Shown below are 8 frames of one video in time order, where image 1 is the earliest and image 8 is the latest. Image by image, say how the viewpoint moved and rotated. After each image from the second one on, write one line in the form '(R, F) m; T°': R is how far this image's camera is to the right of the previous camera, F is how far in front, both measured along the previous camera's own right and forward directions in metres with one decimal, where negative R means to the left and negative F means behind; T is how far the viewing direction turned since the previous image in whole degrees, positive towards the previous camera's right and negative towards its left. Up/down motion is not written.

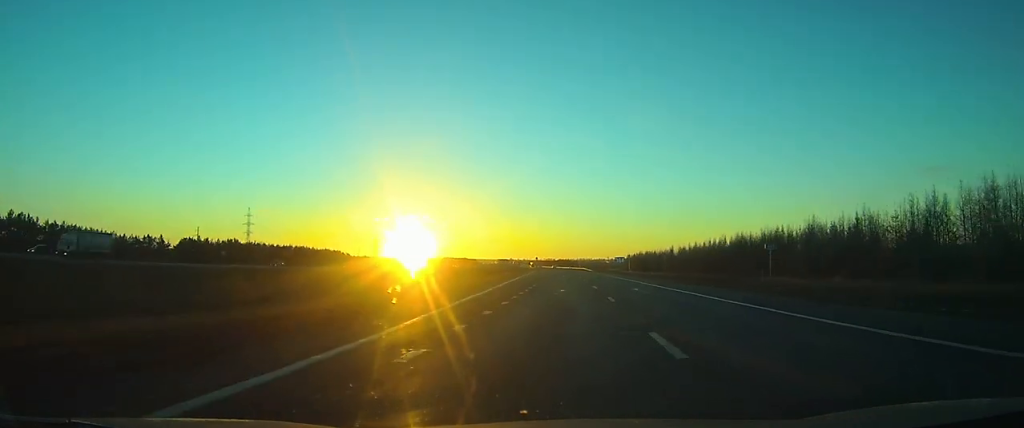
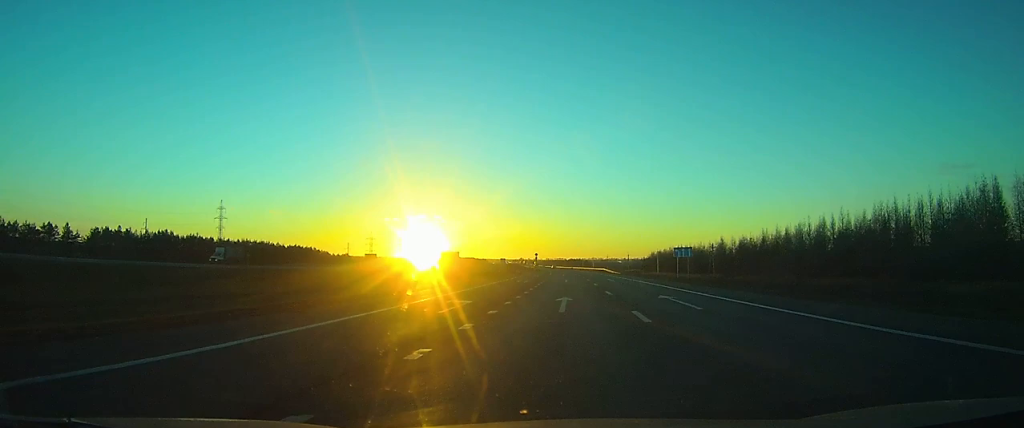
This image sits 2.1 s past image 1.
(-0.5, +53.9) m; -1°
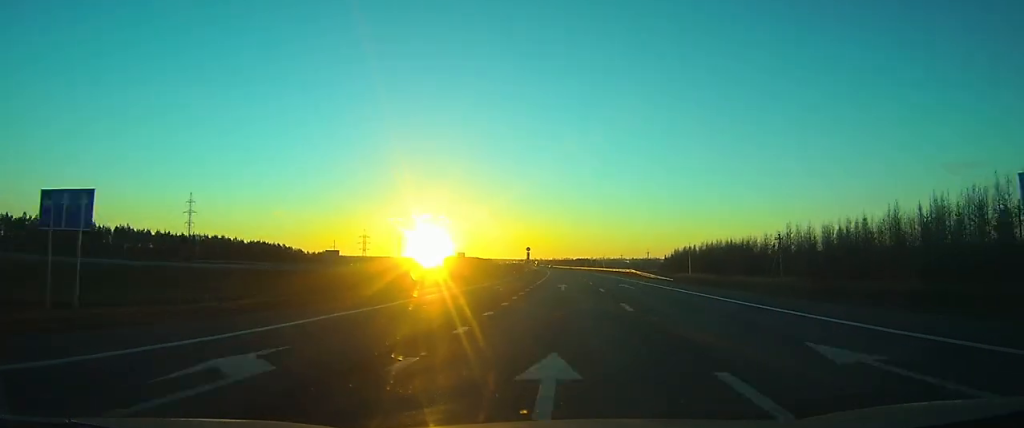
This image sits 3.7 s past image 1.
(-0.2, +46.3) m; -1°
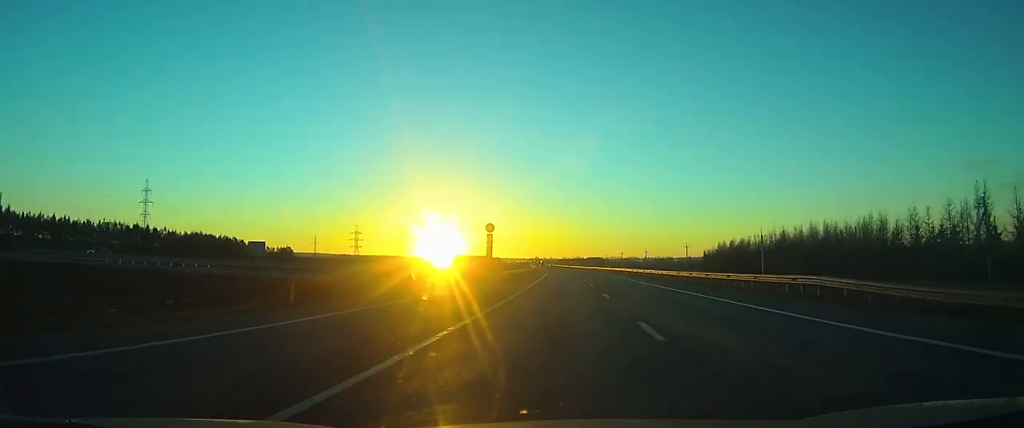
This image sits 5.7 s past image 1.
(-0.5, +55.5) m; -1°
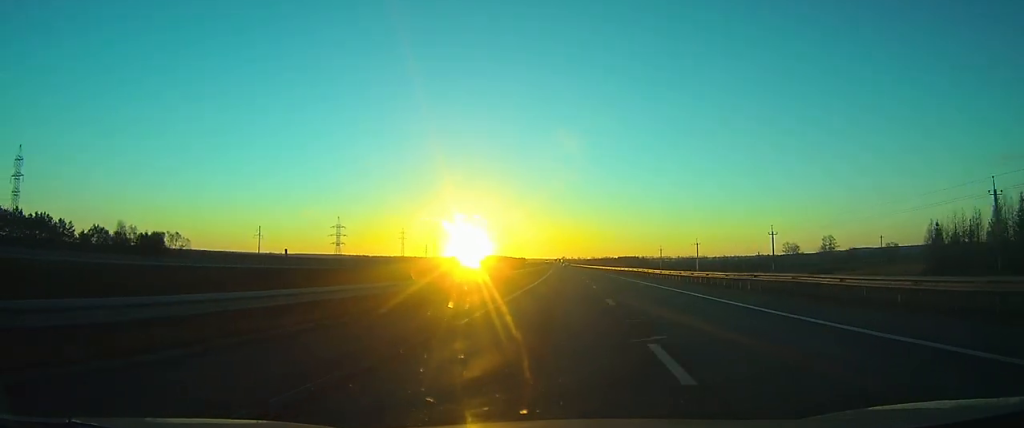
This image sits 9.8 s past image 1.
(-2.2, +108.4) m; -3°
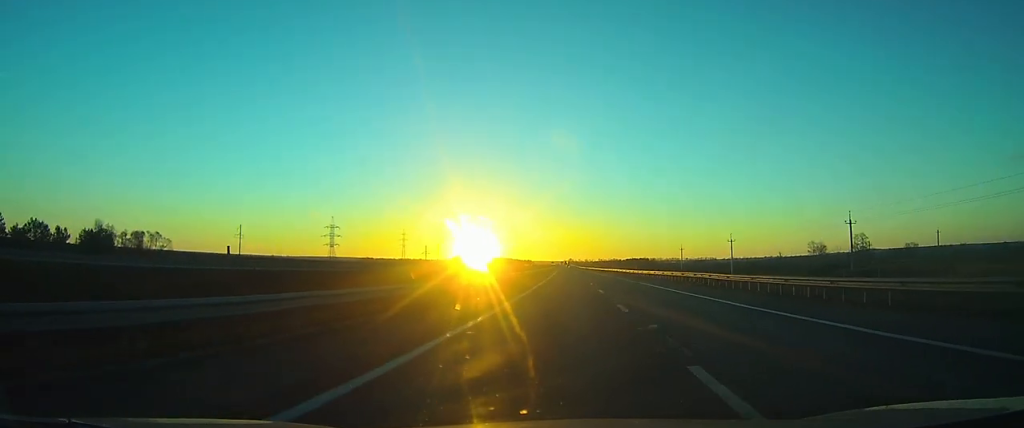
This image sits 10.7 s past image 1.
(-0.3, +24.7) m; -1°
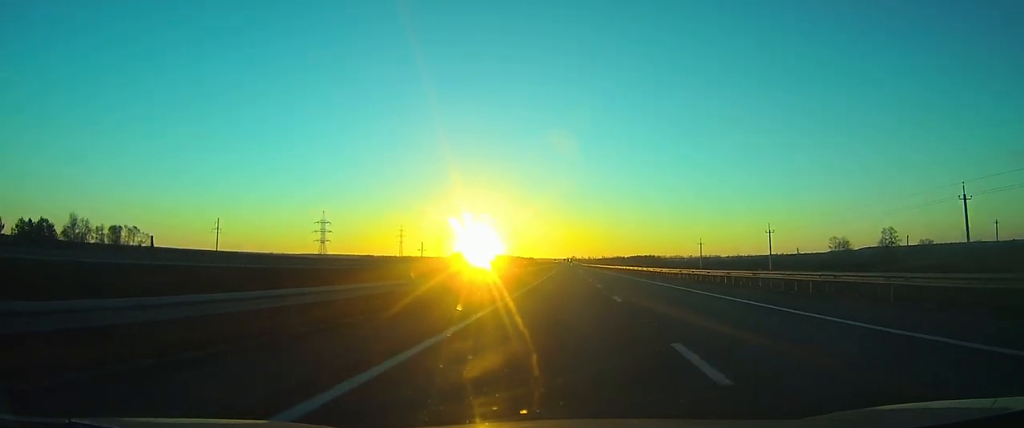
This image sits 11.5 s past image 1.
(-0.1, +21.7) m; -1°
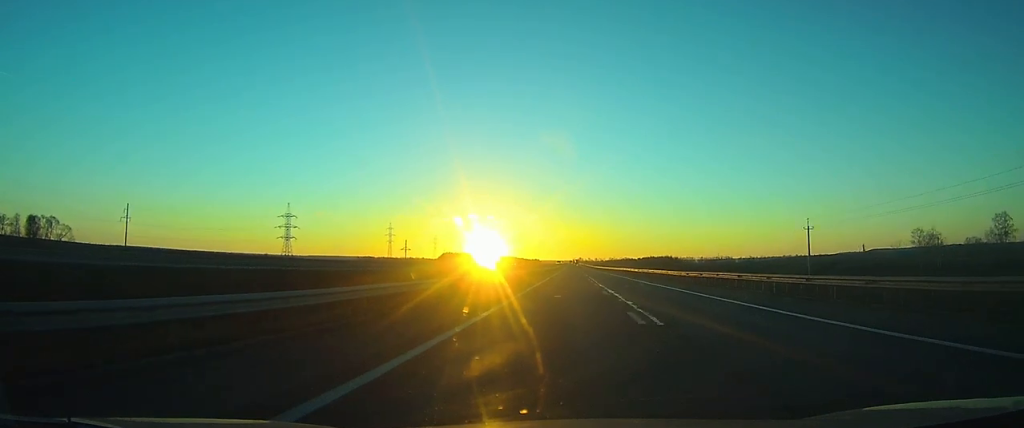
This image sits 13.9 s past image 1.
(-0.6, +67.9) m; -1°
